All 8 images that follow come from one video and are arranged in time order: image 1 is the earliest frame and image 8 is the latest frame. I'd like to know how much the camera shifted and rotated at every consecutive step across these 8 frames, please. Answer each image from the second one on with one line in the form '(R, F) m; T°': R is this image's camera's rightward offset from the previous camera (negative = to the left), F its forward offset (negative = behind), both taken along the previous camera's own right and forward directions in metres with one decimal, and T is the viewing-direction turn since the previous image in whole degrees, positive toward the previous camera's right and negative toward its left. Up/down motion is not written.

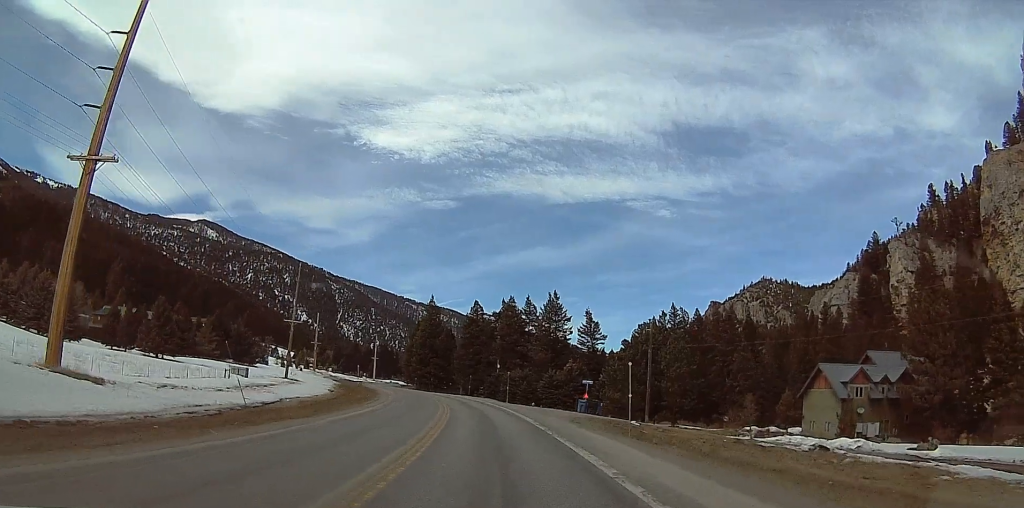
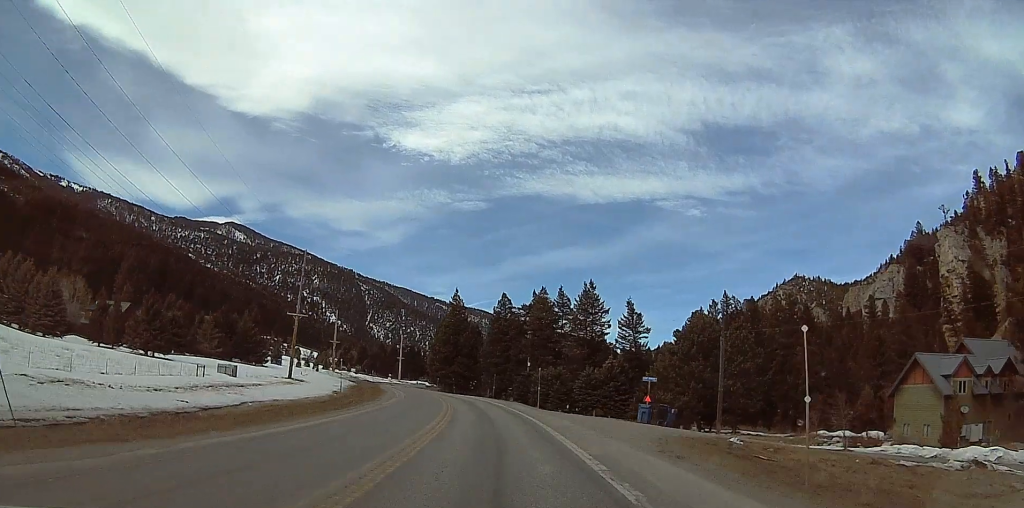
(0.0, +14.5) m; 0°
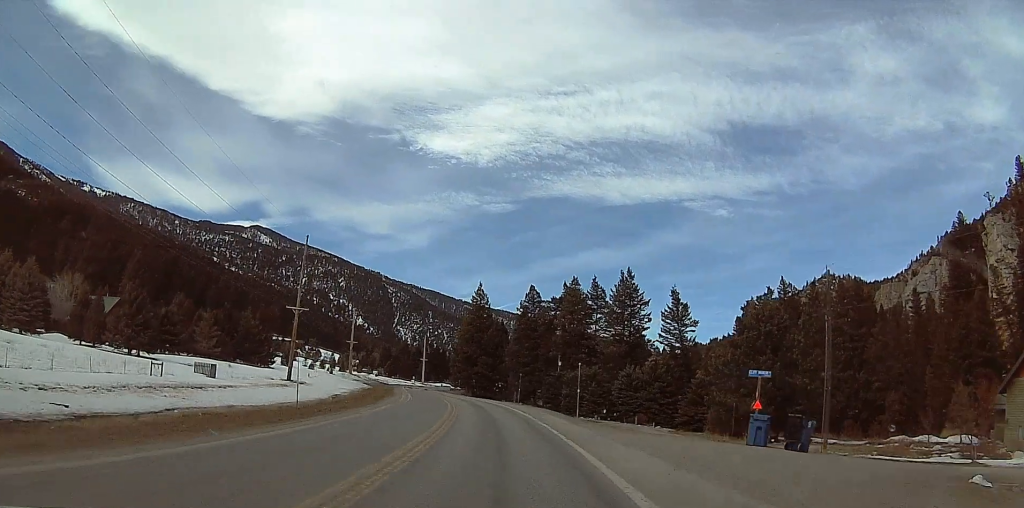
(0.0, +13.7) m; 0°
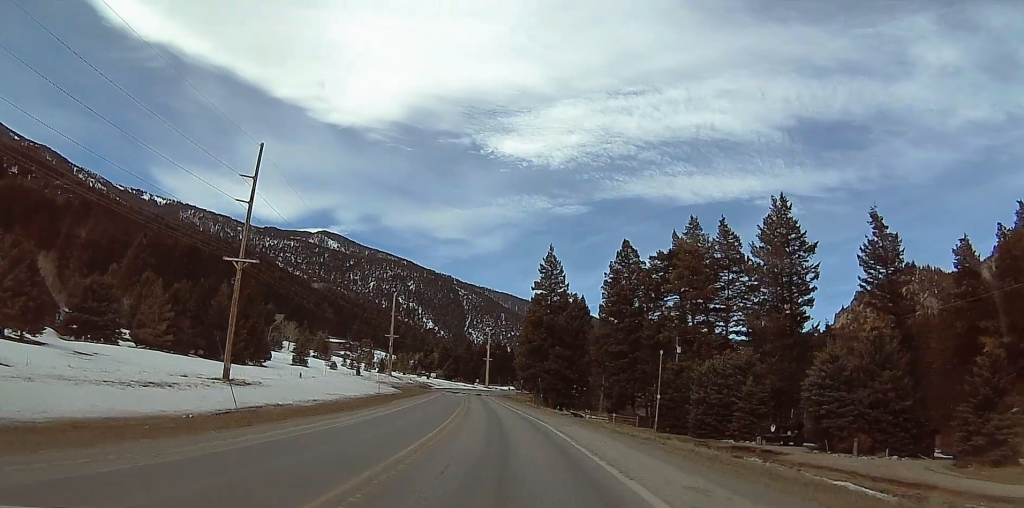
(0.0, +43.4) m; 0°
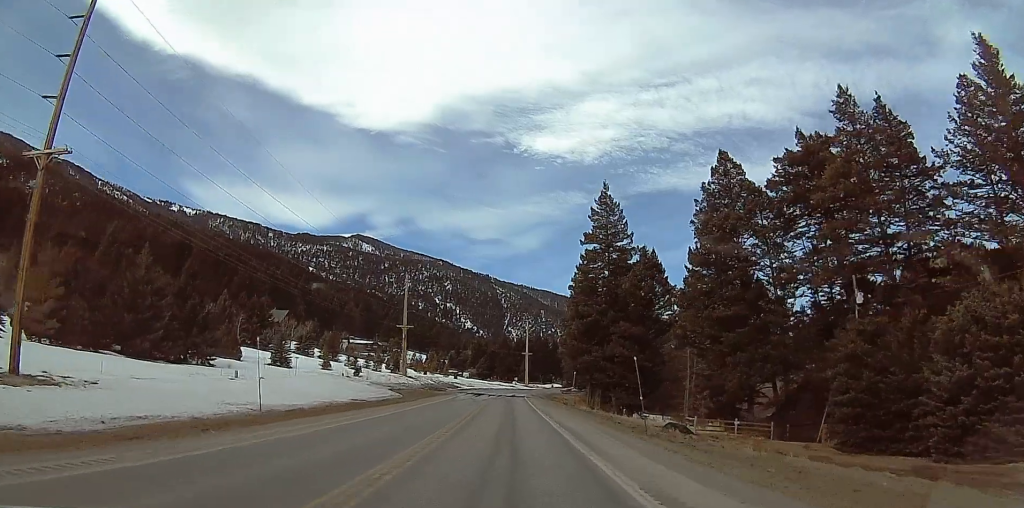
(0.0, +33.4) m; 0°
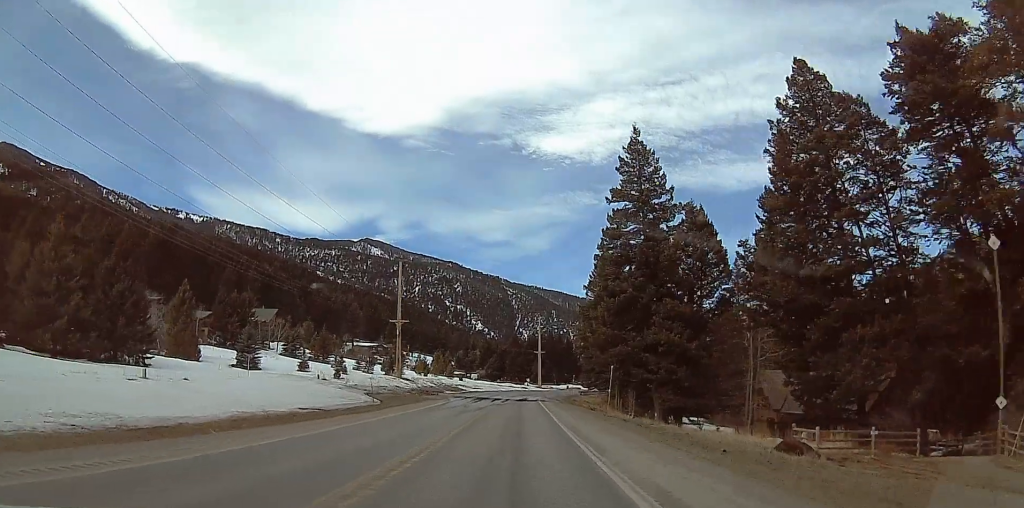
(0.0, +18.2) m; 0°
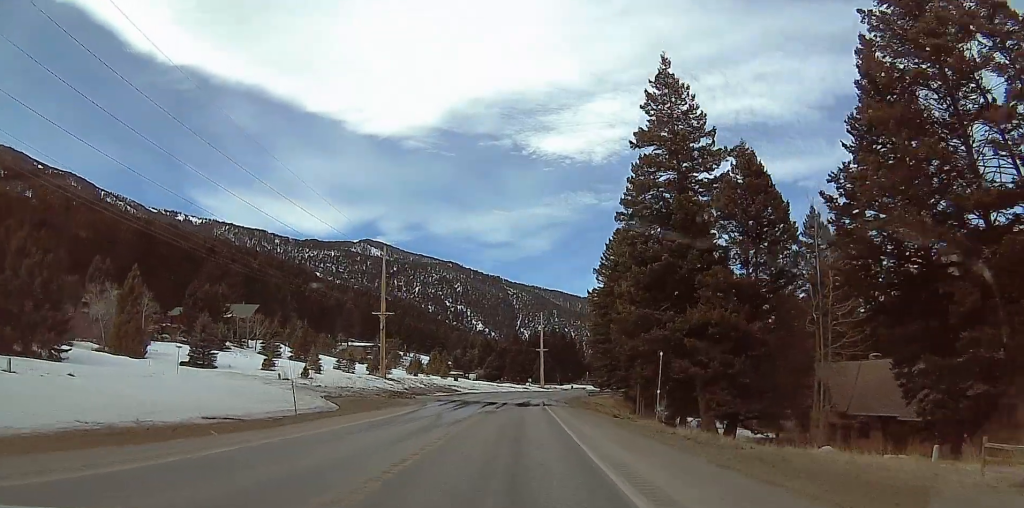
(0.0, +14.6) m; 0°
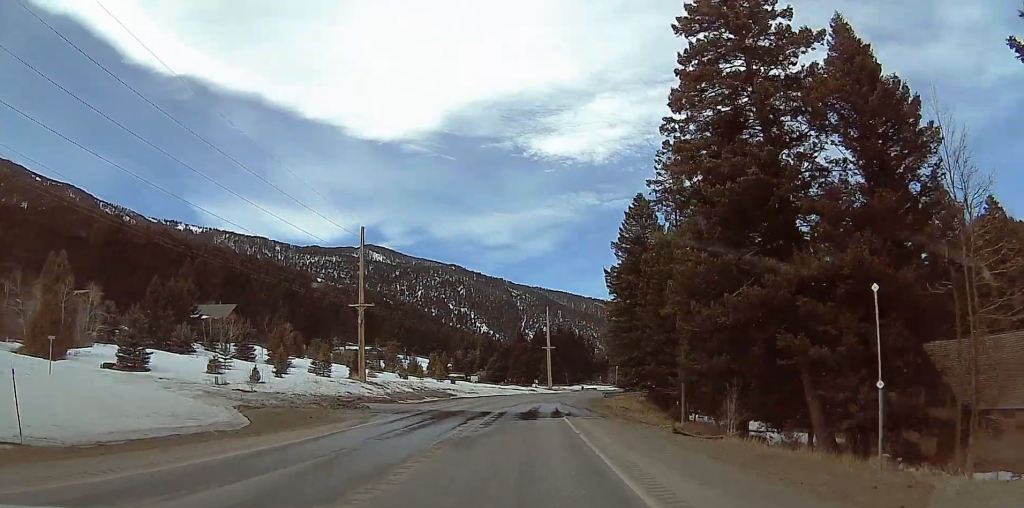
(0.0, +16.8) m; 0°
